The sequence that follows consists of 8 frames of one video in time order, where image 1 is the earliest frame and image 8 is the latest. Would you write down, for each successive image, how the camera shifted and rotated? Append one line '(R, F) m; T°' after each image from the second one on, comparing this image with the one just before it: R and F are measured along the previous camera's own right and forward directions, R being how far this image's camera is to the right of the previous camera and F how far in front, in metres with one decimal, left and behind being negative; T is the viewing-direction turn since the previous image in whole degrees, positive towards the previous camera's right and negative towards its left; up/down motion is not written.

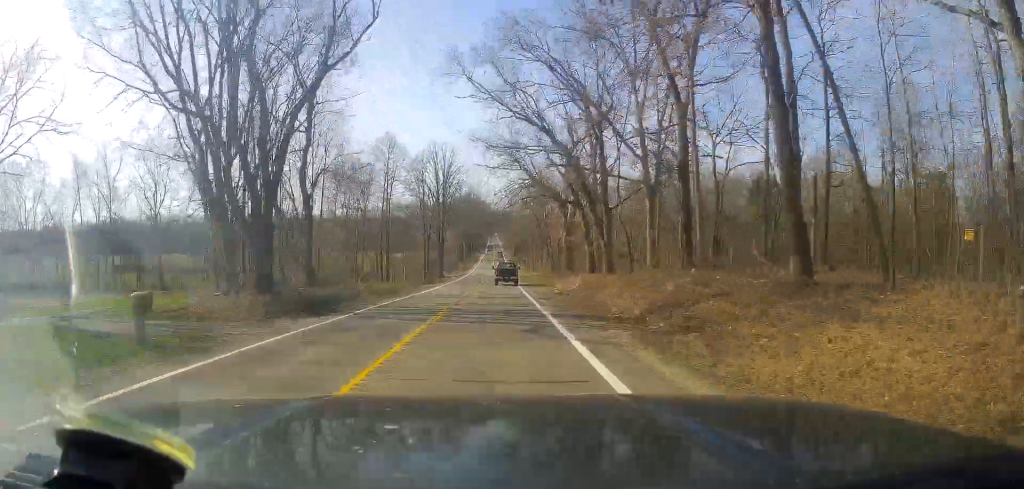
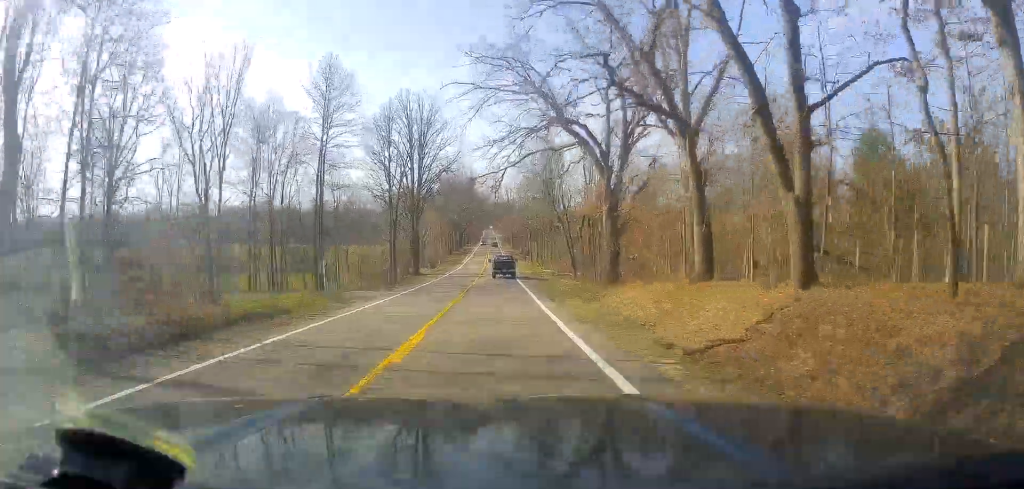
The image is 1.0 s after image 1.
(+0.1, +24.4) m; -1°
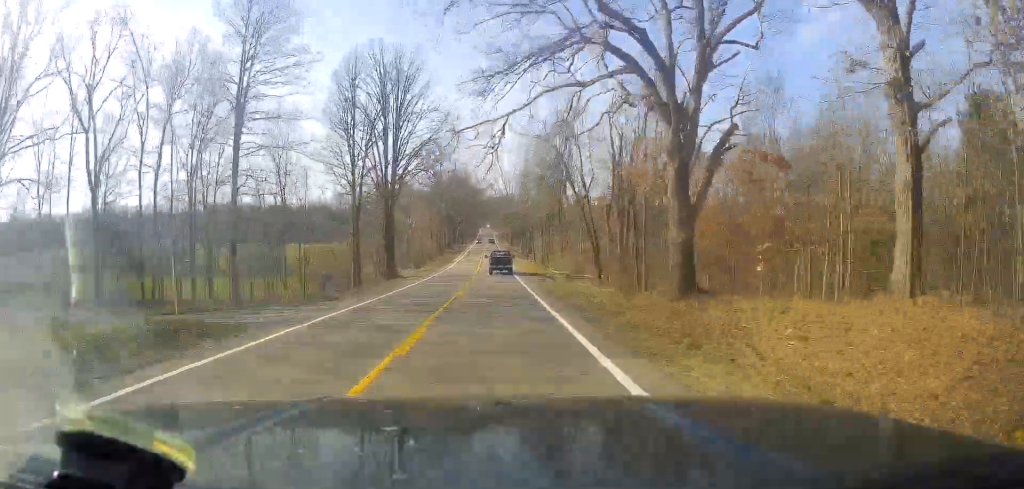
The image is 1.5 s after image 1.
(-0.1, +14.5) m; -1°
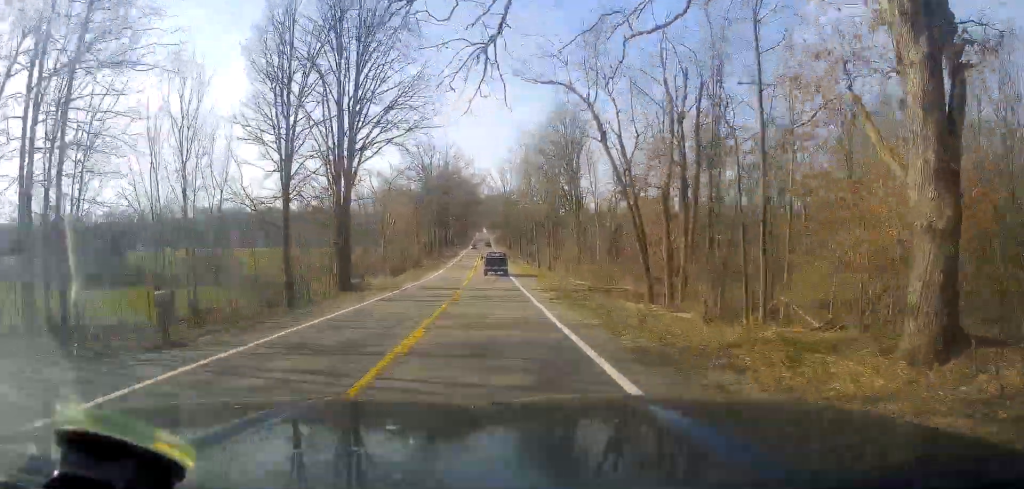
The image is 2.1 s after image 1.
(0.0, +14.6) m; -1°
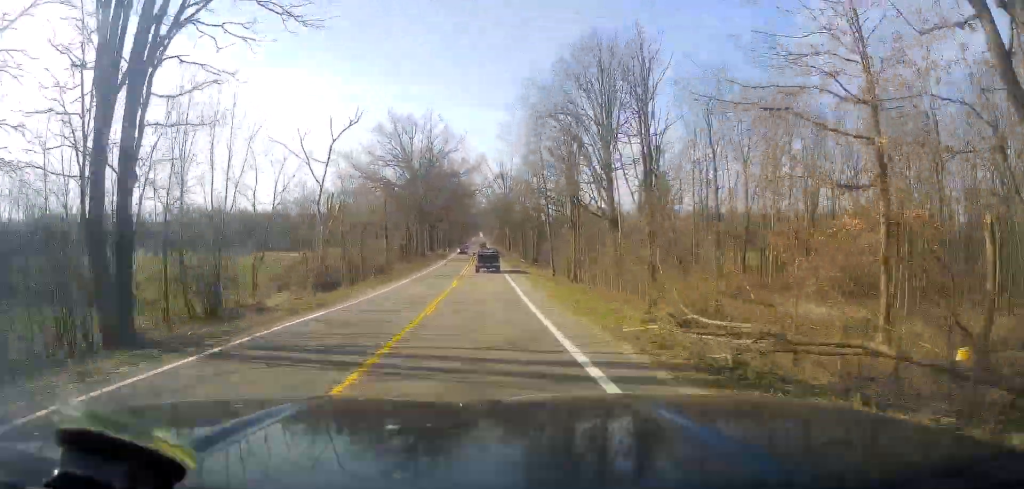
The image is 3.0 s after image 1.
(-0.3, +23.5) m; +1°
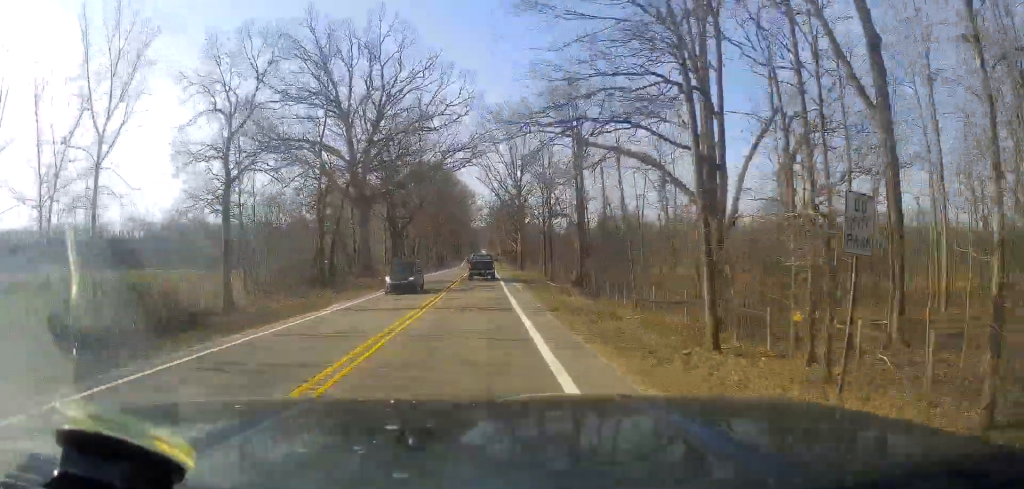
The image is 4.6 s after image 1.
(+1.1, +41.2) m; +2°
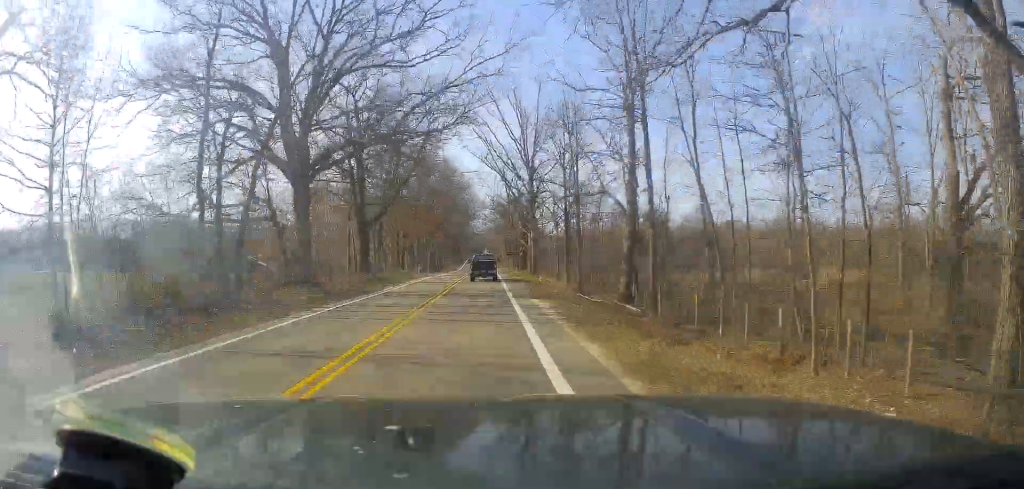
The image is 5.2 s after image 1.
(0.0, +16.7) m; 0°
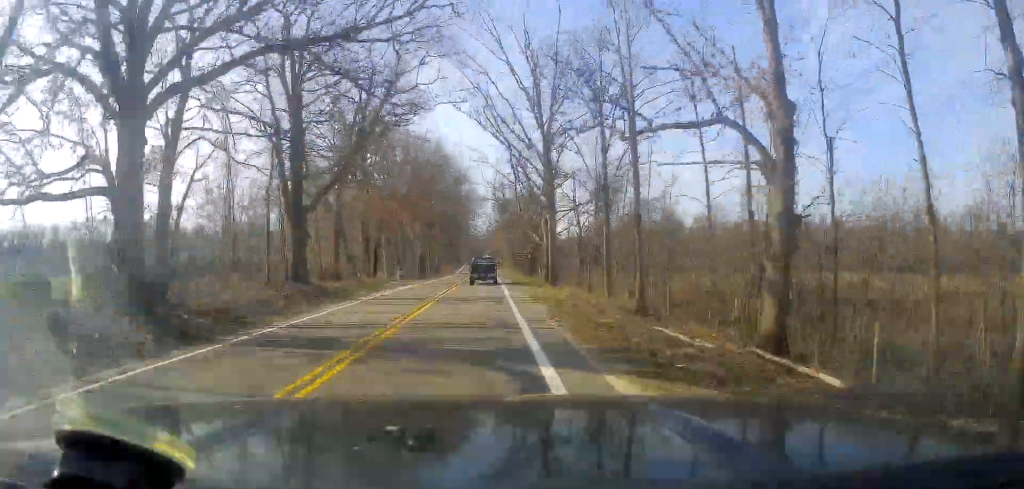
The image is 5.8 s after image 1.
(0.0, +16.6) m; 0°
